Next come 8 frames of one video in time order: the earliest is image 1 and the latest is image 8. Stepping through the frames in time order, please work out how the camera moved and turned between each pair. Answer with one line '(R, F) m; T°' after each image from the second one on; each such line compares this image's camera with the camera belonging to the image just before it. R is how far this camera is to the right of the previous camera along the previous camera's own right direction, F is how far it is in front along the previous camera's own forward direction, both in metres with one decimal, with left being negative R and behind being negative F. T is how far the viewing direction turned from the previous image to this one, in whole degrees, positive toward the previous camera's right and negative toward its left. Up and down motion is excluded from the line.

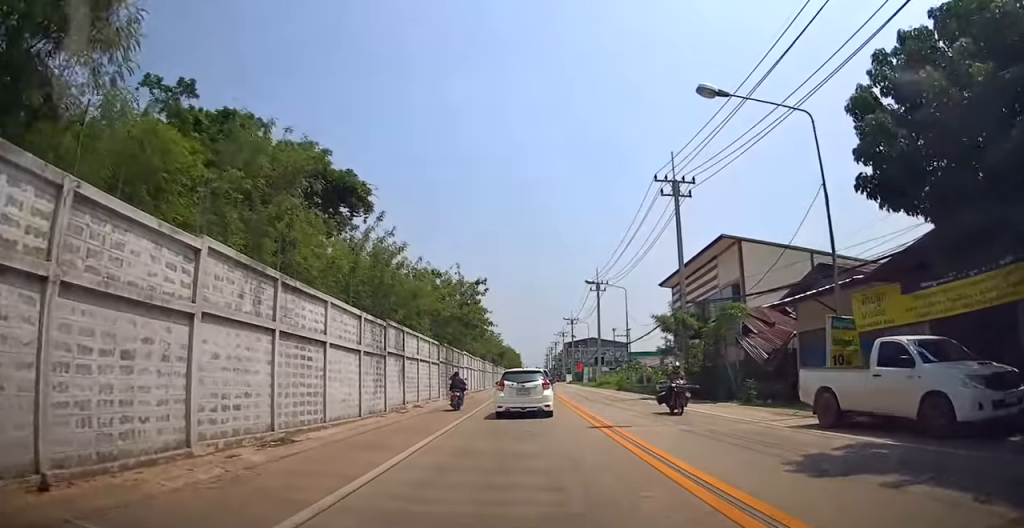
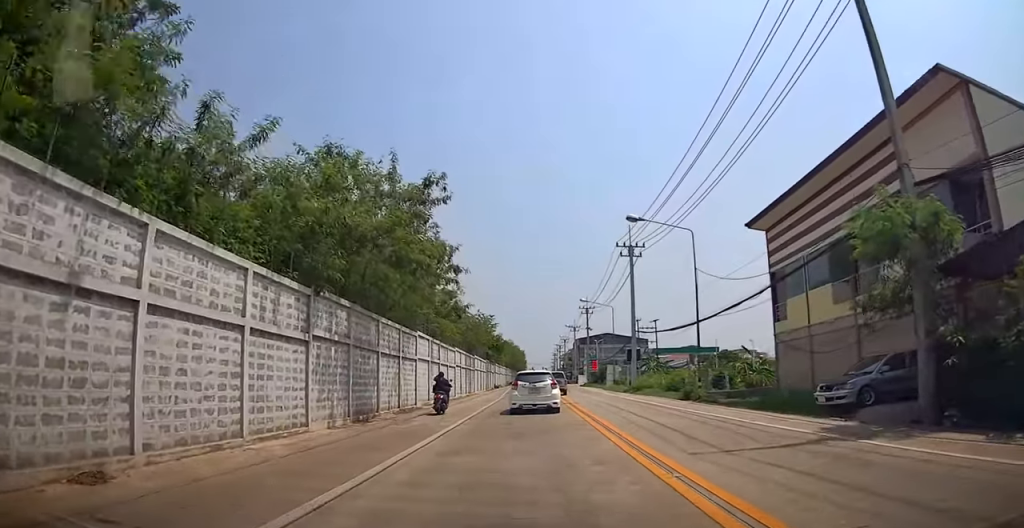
(0.0, +19.6) m; 0°
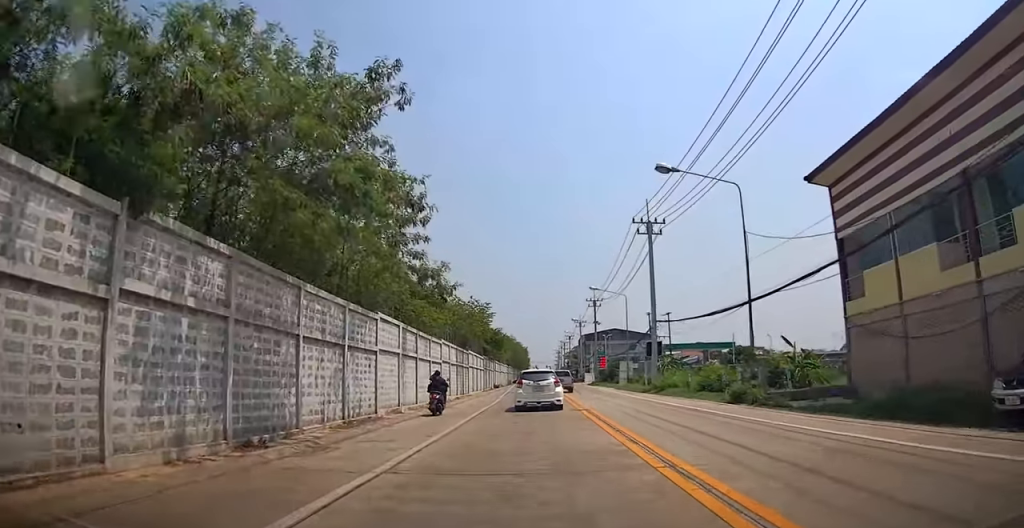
(0.0, +6.4) m; 0°
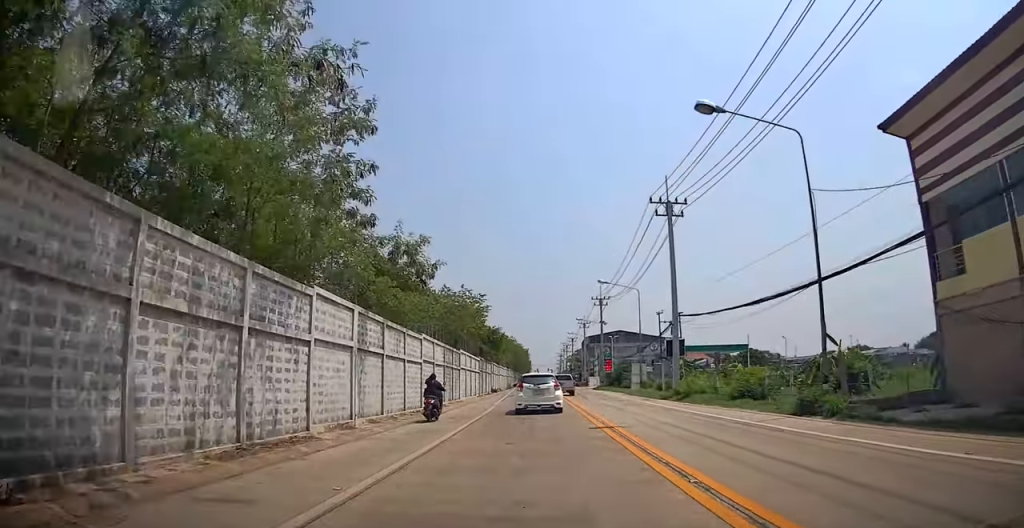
(0.0, +5.3) m; 0°
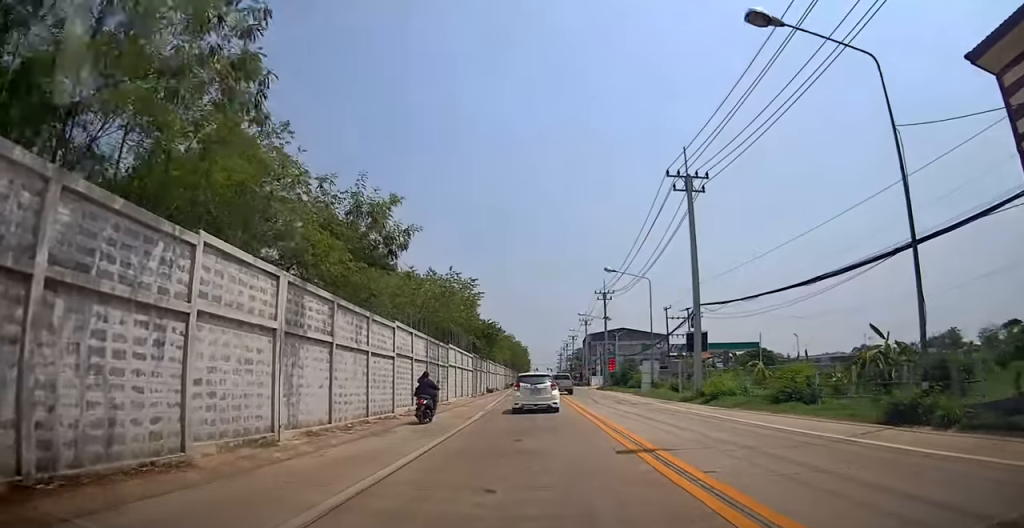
(0.0, +4.4) m; 0°
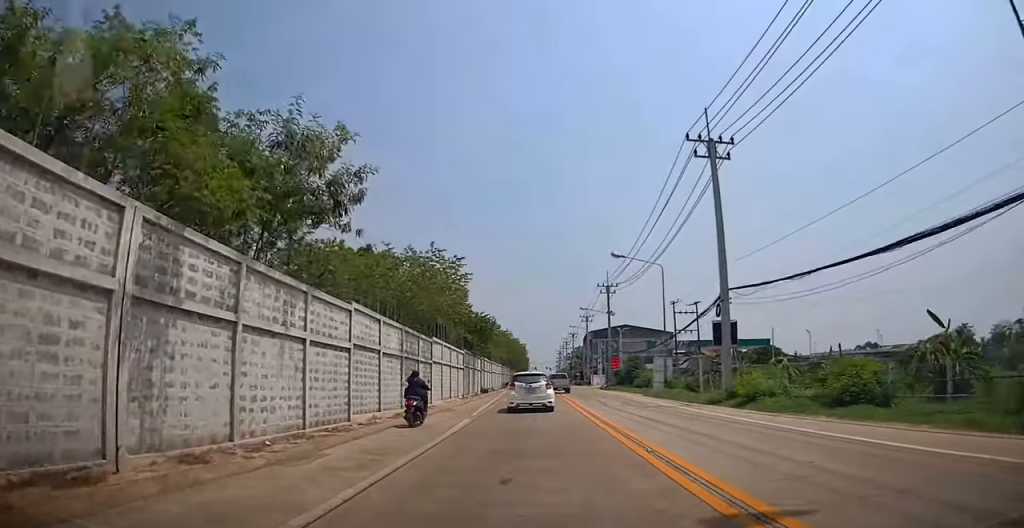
(0.0, +4.3) m; 0°
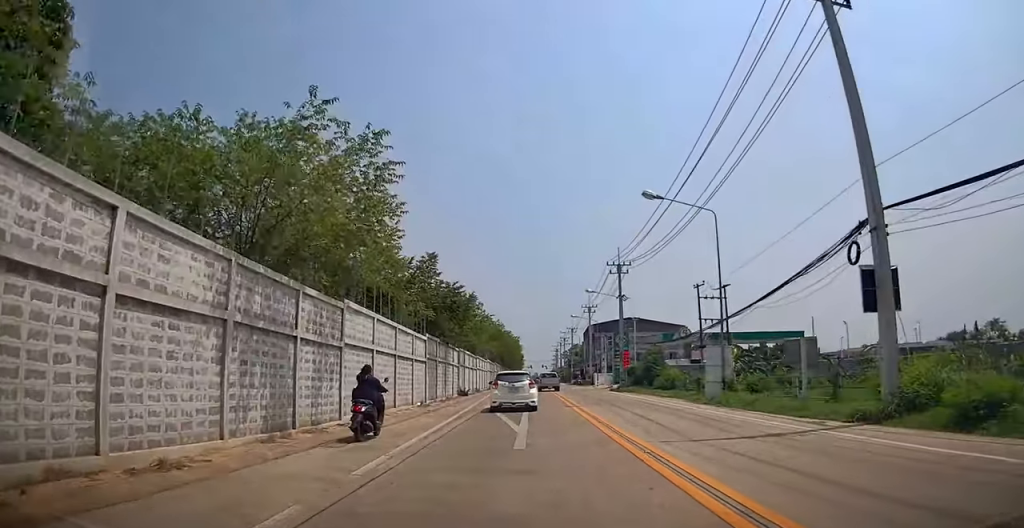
(0.0, +11.4) m; 0°
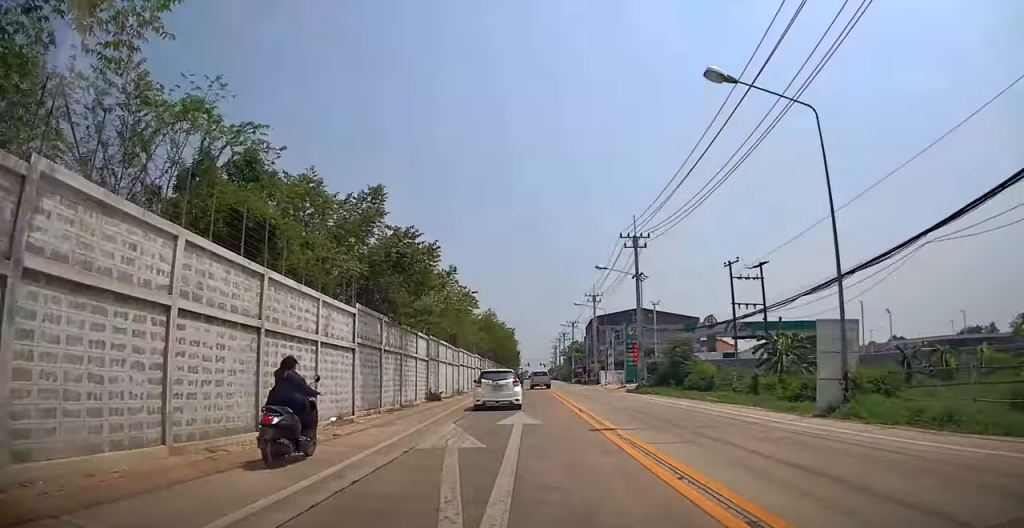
(0.0, +10.2) m; 0°
